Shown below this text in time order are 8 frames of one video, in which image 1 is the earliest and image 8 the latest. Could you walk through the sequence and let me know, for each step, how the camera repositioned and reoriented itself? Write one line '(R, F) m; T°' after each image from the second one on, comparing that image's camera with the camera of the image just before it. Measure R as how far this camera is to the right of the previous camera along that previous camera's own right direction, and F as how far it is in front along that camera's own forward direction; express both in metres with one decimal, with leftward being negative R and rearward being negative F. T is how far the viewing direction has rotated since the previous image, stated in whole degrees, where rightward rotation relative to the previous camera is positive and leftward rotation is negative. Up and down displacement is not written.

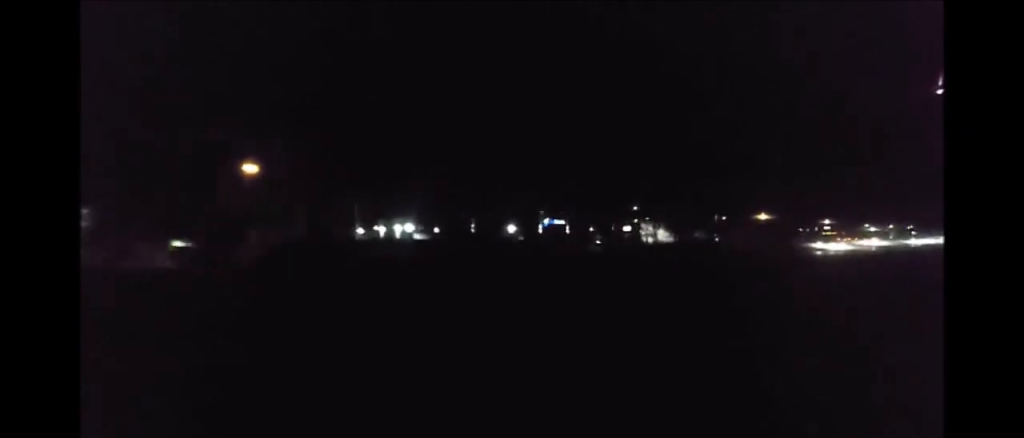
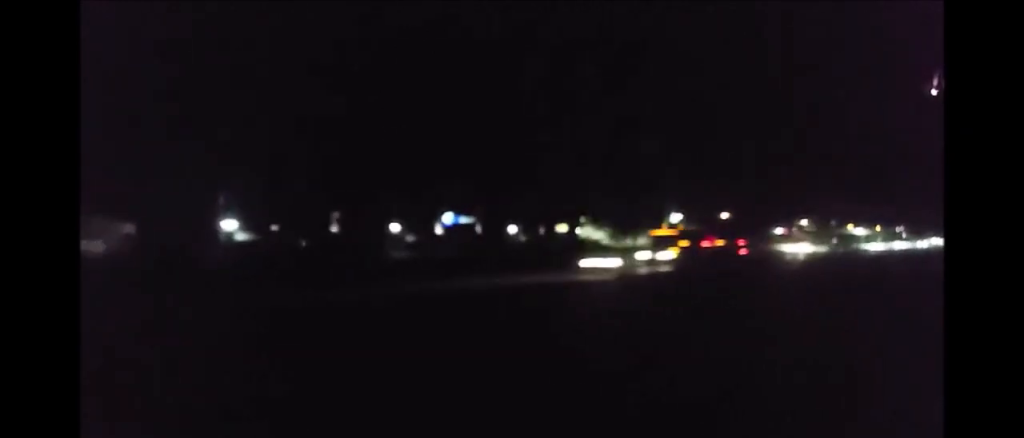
(+0.9, +33.9) m; +1°
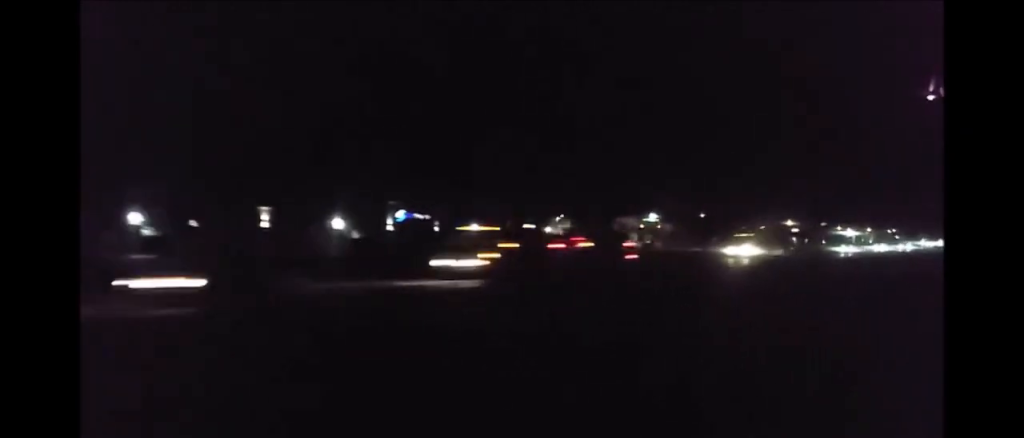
(-0.1, +13.9) m; 0°
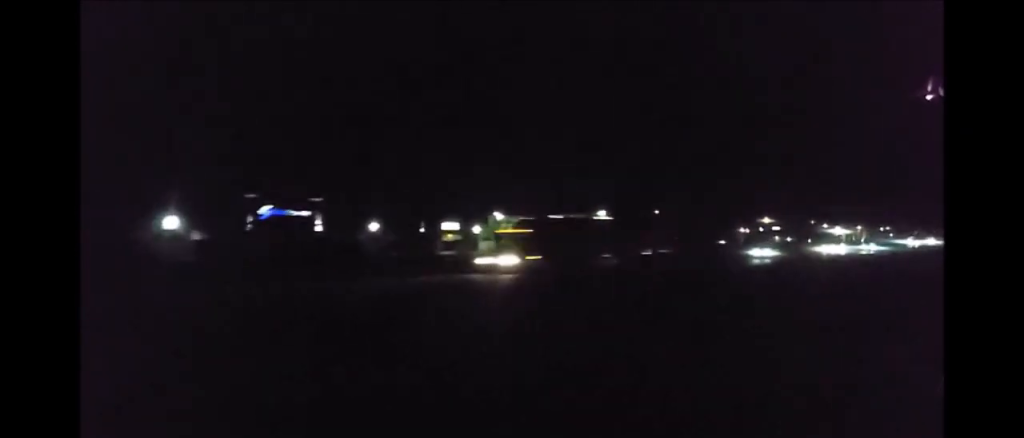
(-0.2, +28.9) m; 0°
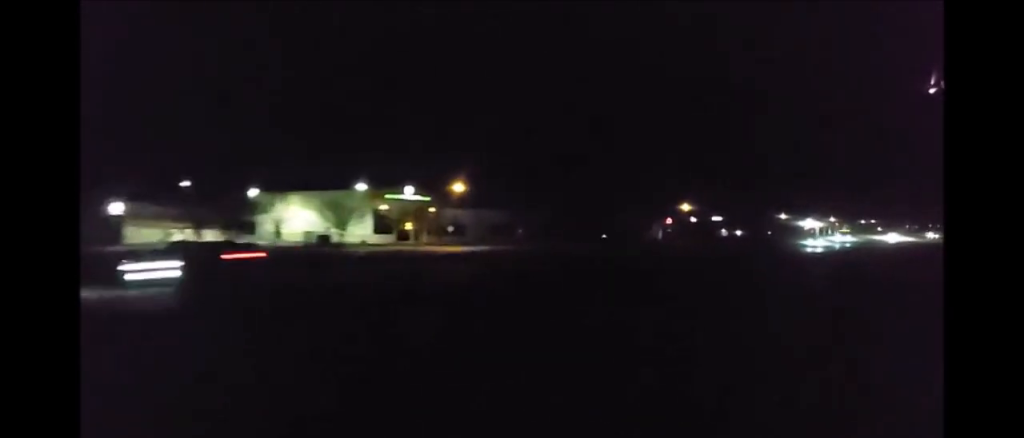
(+0.5, +72.5) m; 0°
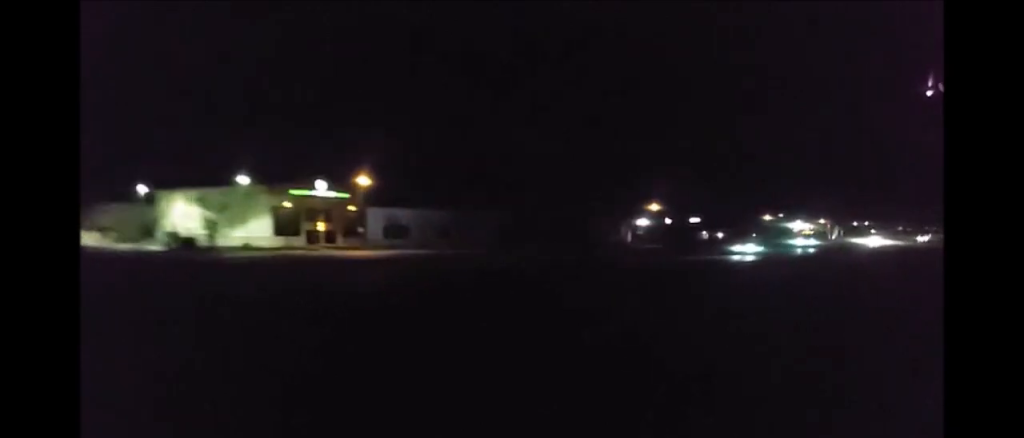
(0.0, +18.1) m; 0°
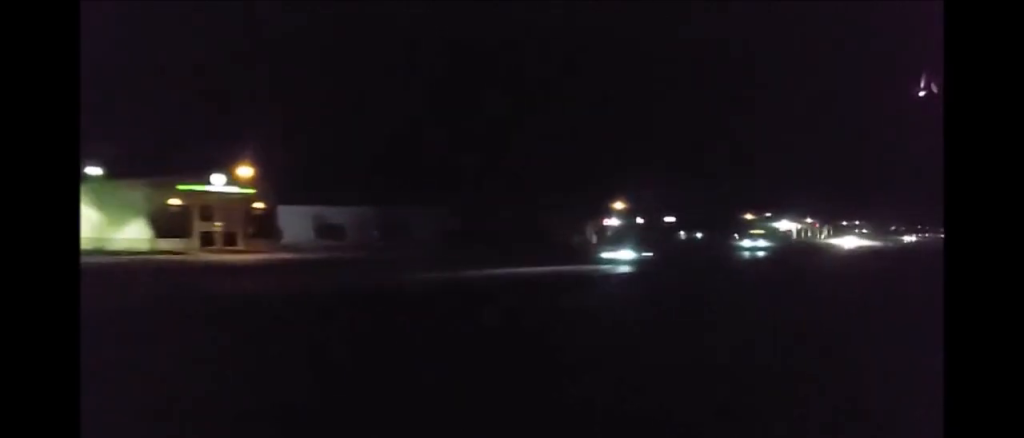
(-0.1, +15.9) m; -1°
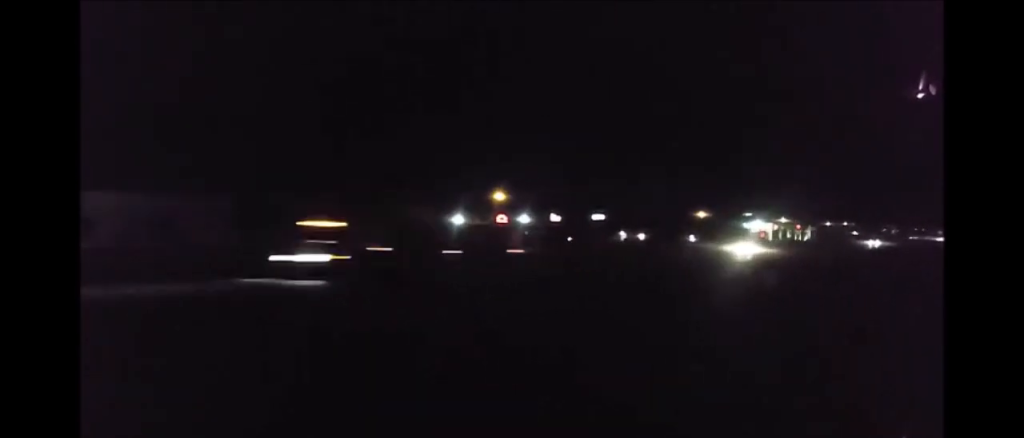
(-0.9, +43.3) m; 0°
